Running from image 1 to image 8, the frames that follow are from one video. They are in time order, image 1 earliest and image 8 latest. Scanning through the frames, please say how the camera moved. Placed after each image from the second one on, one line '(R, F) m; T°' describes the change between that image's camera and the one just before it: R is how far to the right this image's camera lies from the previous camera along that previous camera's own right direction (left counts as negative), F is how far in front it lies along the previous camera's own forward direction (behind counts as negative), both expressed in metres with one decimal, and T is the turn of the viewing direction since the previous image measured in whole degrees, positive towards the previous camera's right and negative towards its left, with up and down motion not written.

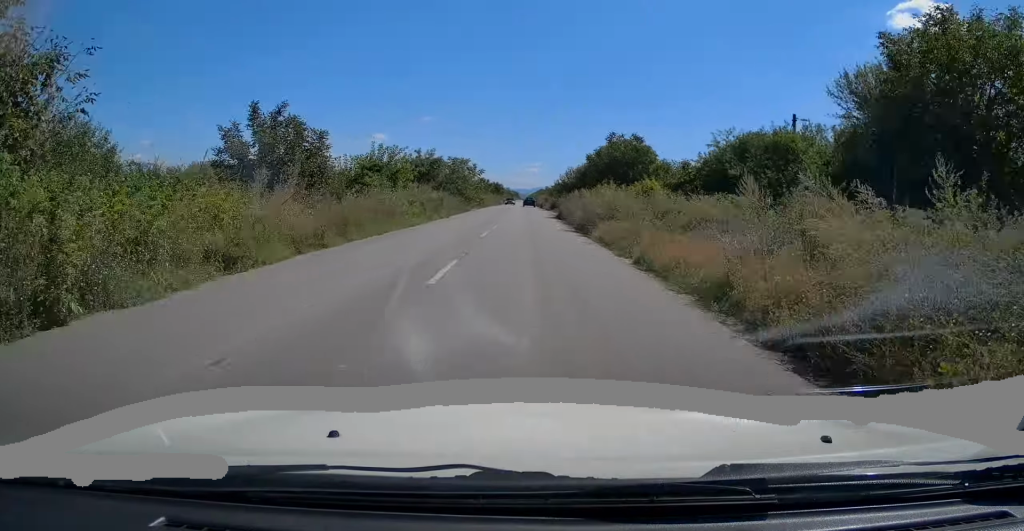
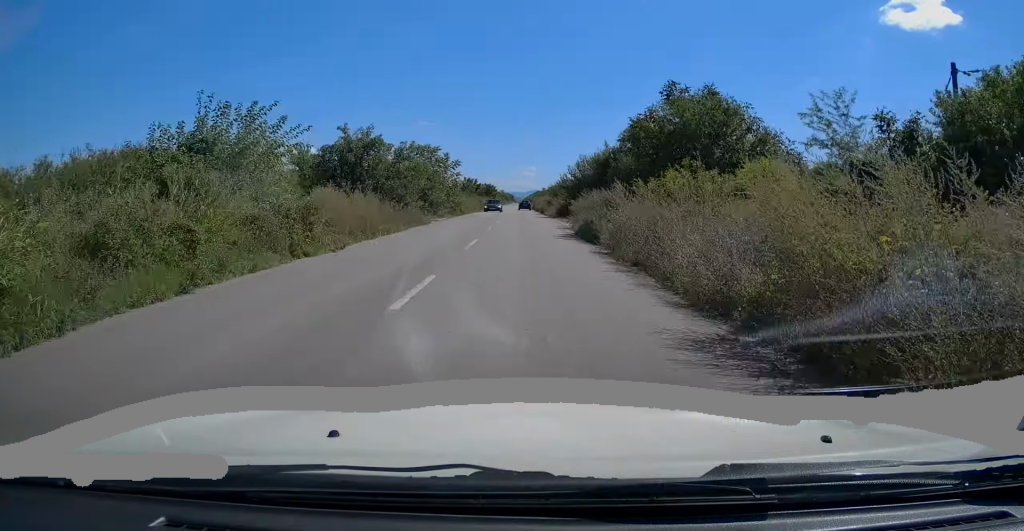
(-0.1, +19.5) m; 0°
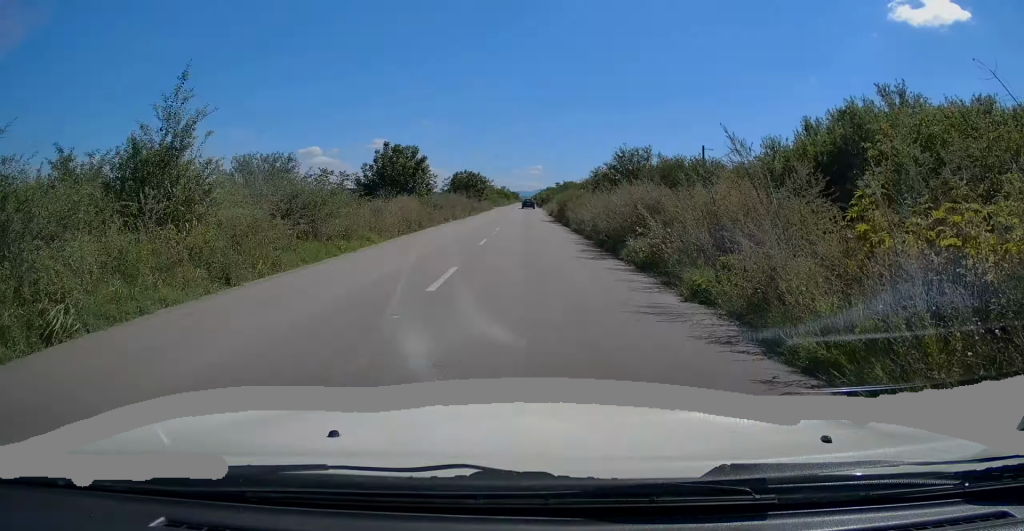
(-0.2, +60.2) m; -1°
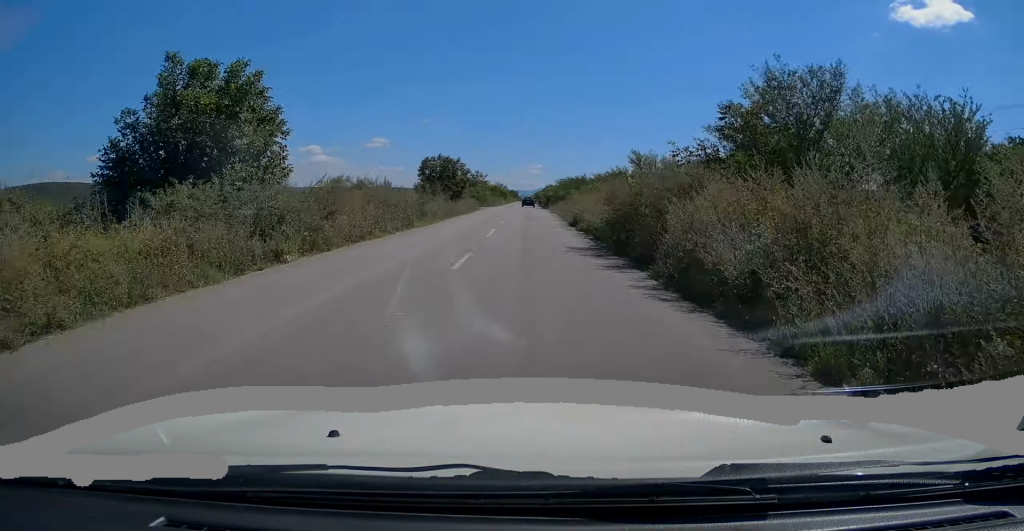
(0.0, +25.4) m; +1°
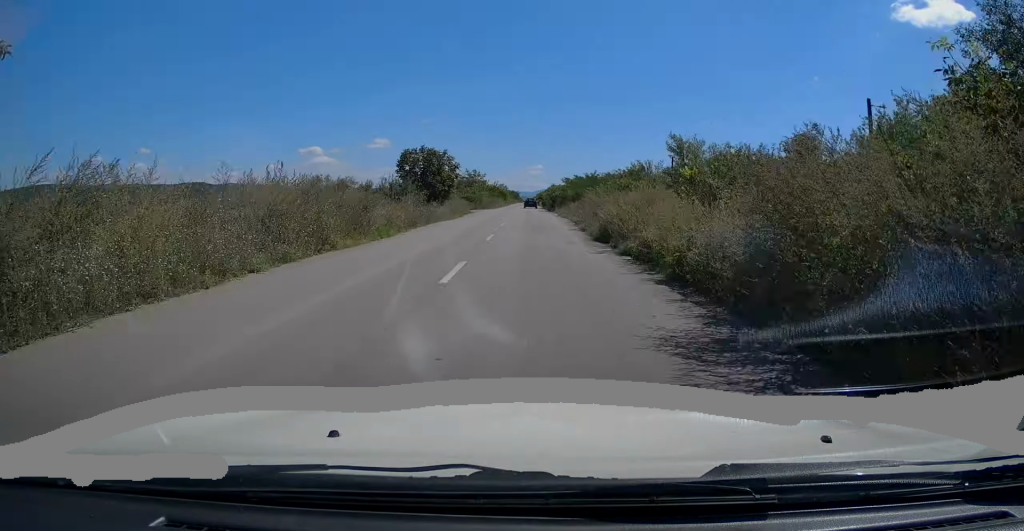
(+0.2, +10.6) m; 0°
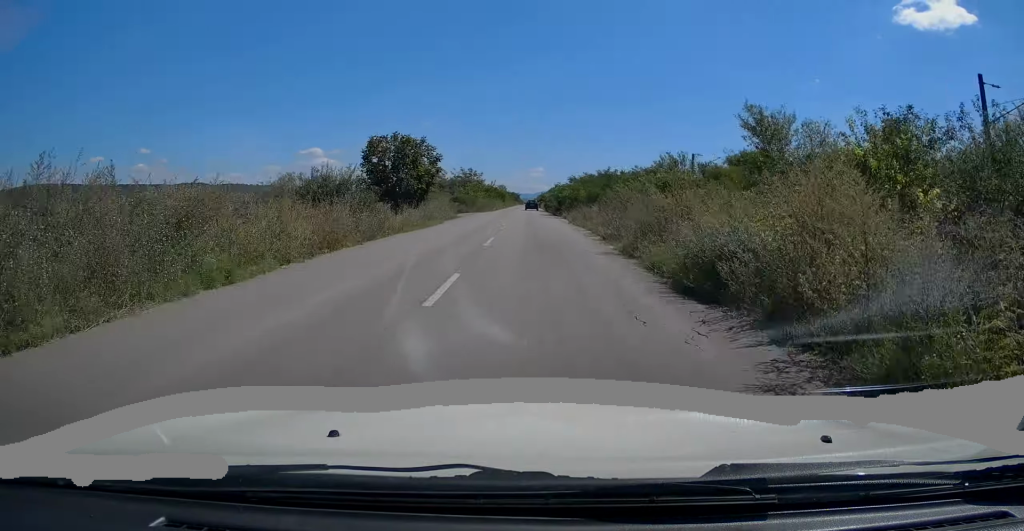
(+0.2, +10.6) m; 0°
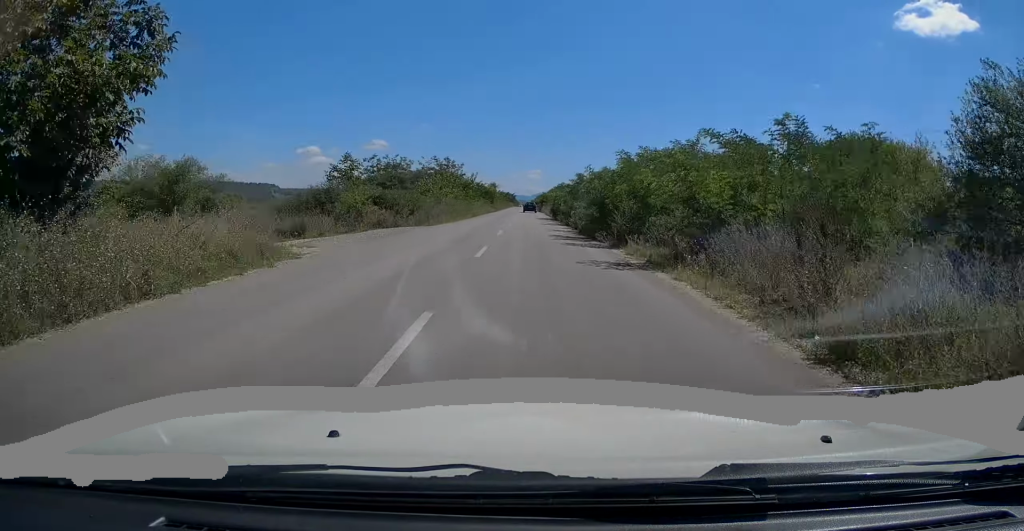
(-0.4, +30.0) m; 0°
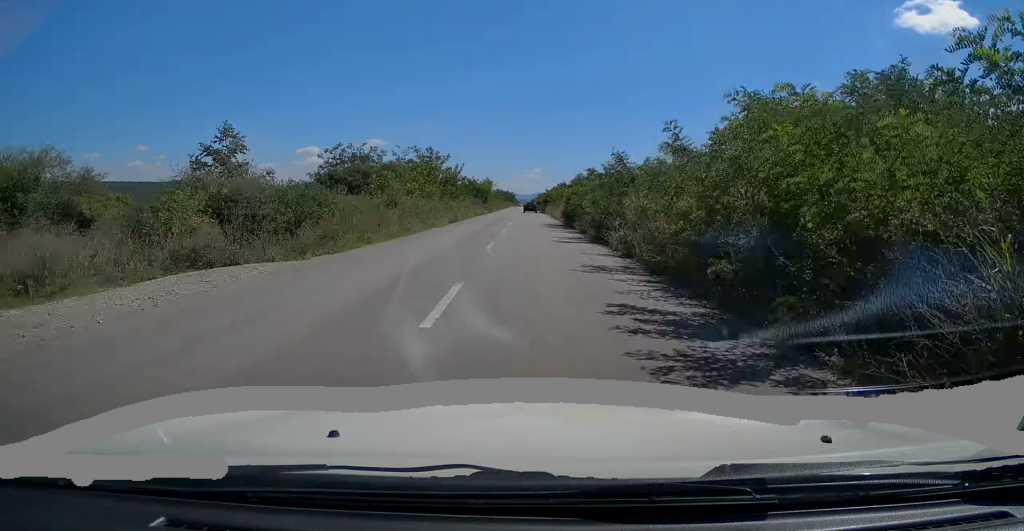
(+0.3, +15.3) m; 0°
